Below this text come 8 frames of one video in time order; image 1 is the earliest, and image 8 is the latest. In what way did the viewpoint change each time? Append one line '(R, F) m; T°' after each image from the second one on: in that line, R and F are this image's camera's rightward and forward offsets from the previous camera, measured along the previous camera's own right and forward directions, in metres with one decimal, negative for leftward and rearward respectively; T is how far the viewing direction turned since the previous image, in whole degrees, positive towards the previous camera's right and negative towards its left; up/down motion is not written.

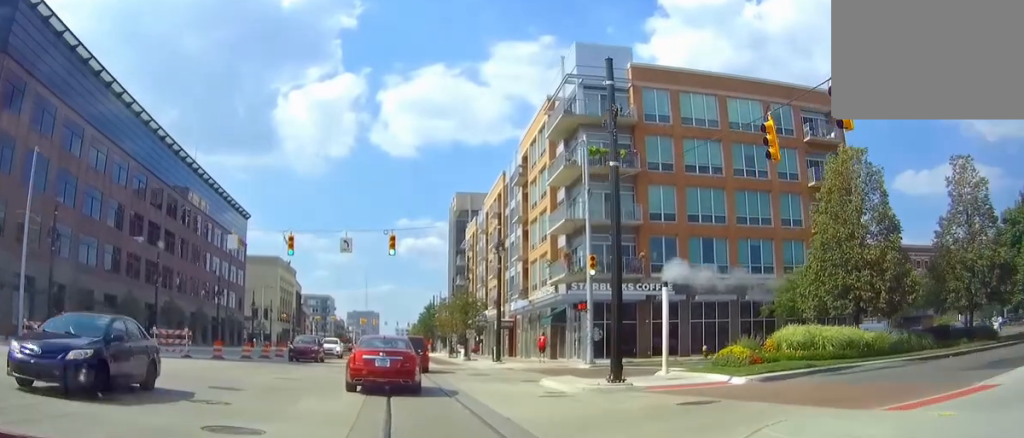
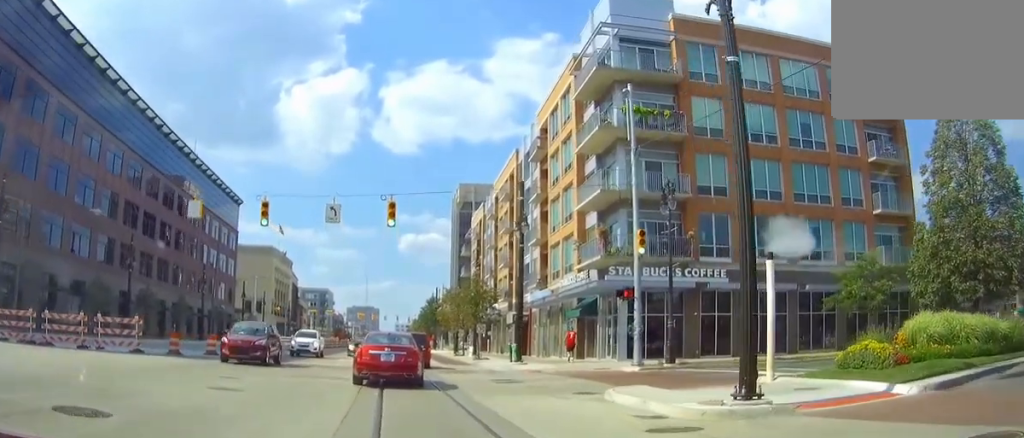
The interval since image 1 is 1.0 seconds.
(+0.6, +7.0) m; +5°
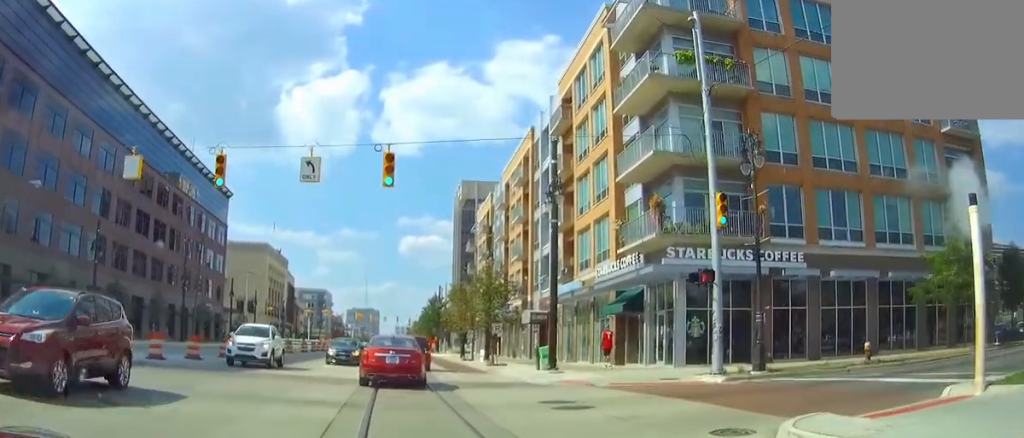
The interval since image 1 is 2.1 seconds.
(+0.1, +8.0) m; +1°
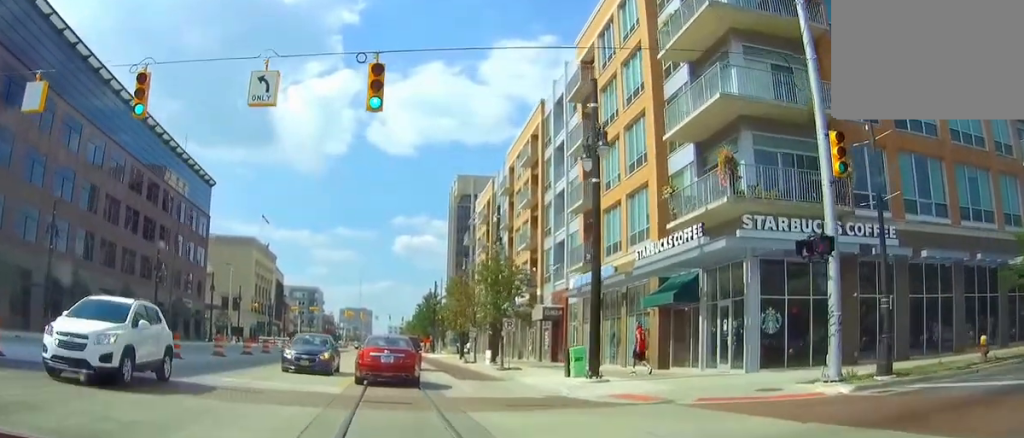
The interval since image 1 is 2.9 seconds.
(0.0, +7.1) m; +1°
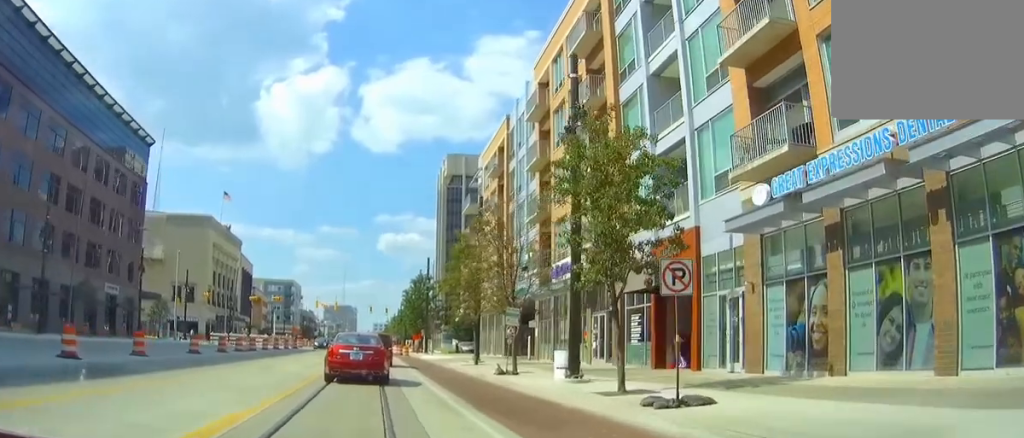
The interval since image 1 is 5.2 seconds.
(+0.6, +22.8) m; +1°
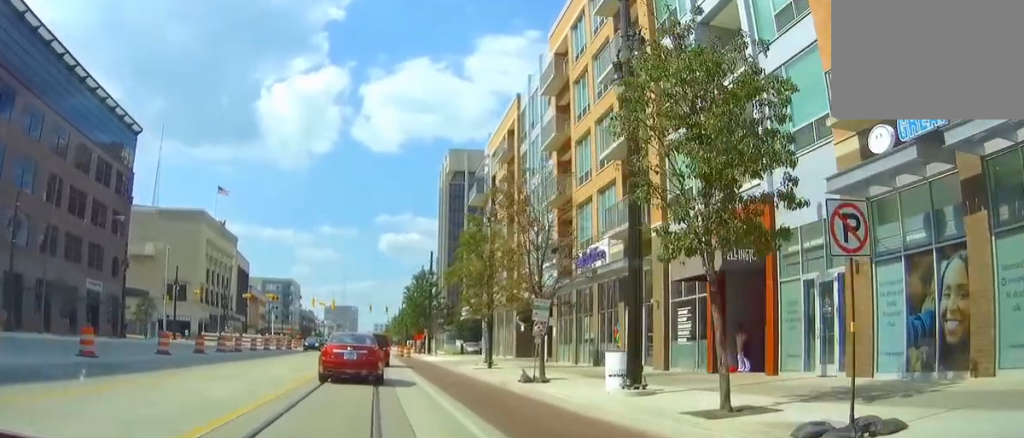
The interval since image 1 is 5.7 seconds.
(0.0, +5.0) m; -1°
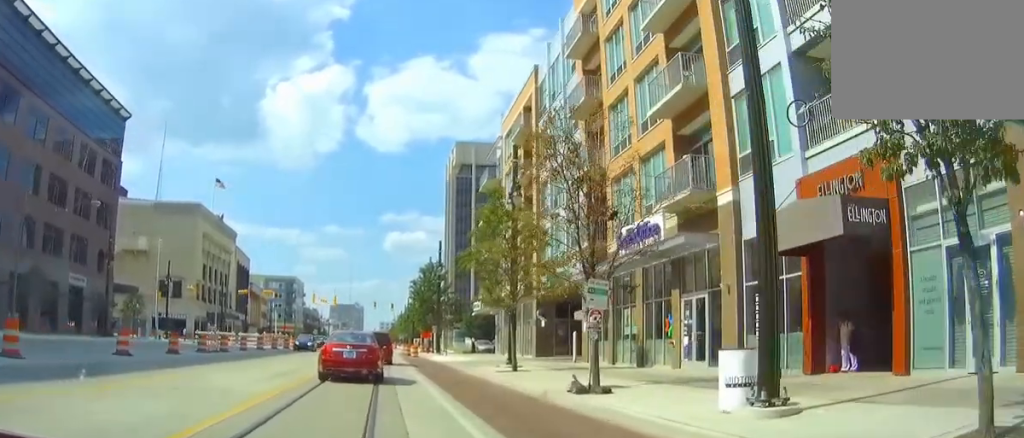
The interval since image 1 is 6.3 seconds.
(+0.1, +5.8) m; -2°
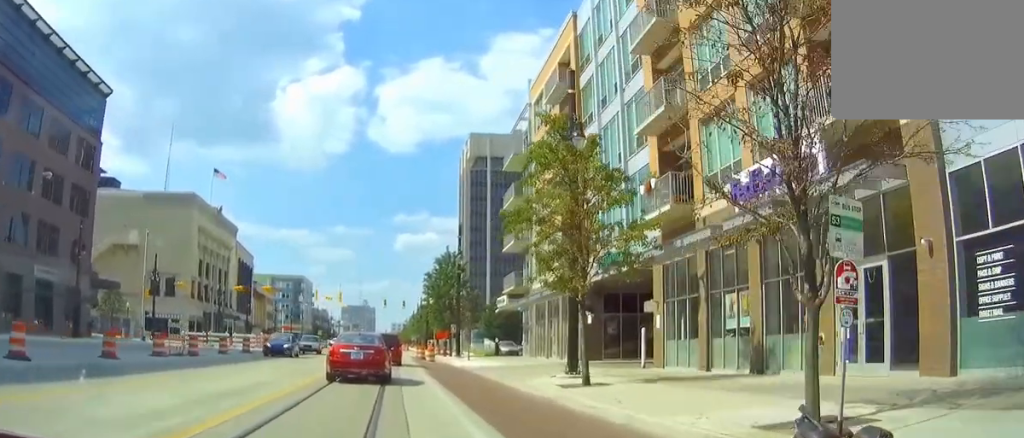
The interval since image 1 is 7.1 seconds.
(-0.5, +8.6) m; -3°
